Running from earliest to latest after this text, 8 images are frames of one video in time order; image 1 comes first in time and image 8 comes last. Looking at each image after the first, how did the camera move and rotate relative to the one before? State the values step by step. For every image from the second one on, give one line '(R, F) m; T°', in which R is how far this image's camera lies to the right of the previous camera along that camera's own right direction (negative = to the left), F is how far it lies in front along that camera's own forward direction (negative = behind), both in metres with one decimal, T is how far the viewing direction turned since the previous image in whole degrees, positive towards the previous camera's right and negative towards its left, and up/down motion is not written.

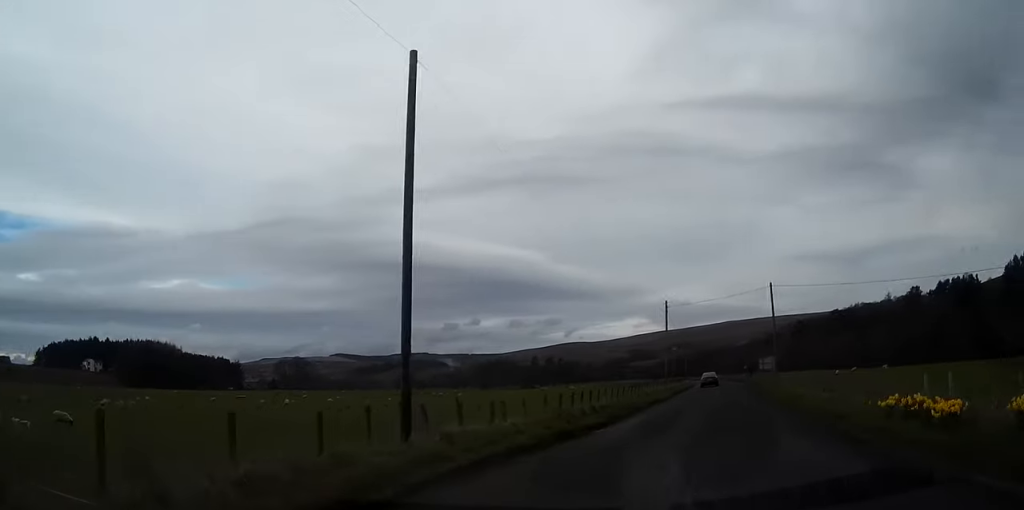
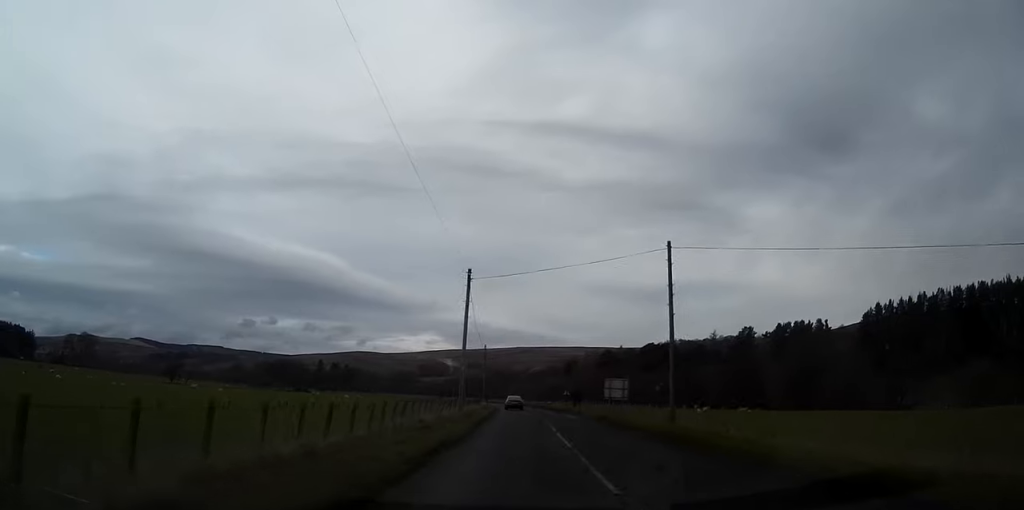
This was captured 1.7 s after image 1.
(+4.5, +23.2) m; +17°
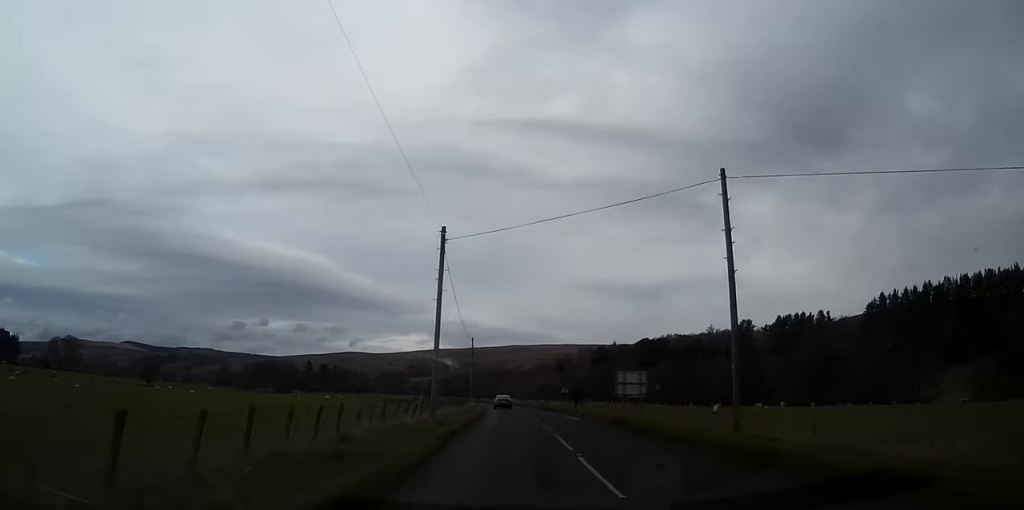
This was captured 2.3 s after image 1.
(+0.2, +9.5) m; +1°
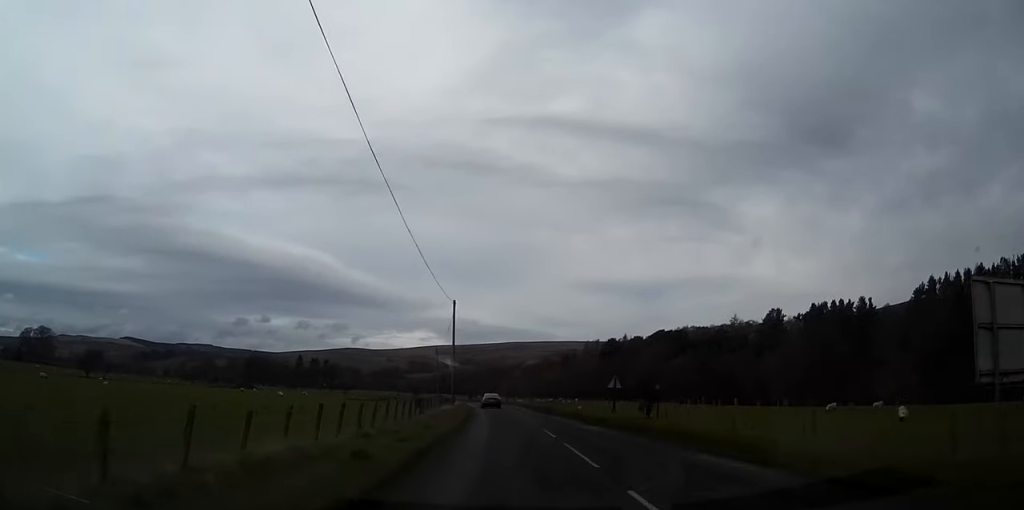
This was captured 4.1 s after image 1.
(+0.2, +31.2) m; 0°
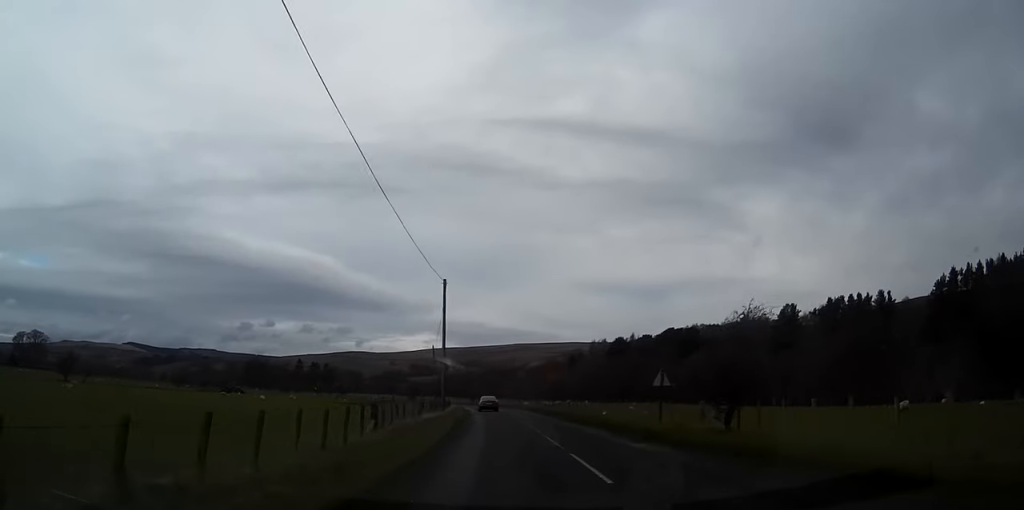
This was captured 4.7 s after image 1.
(+0.1, +10.5) m; 0°
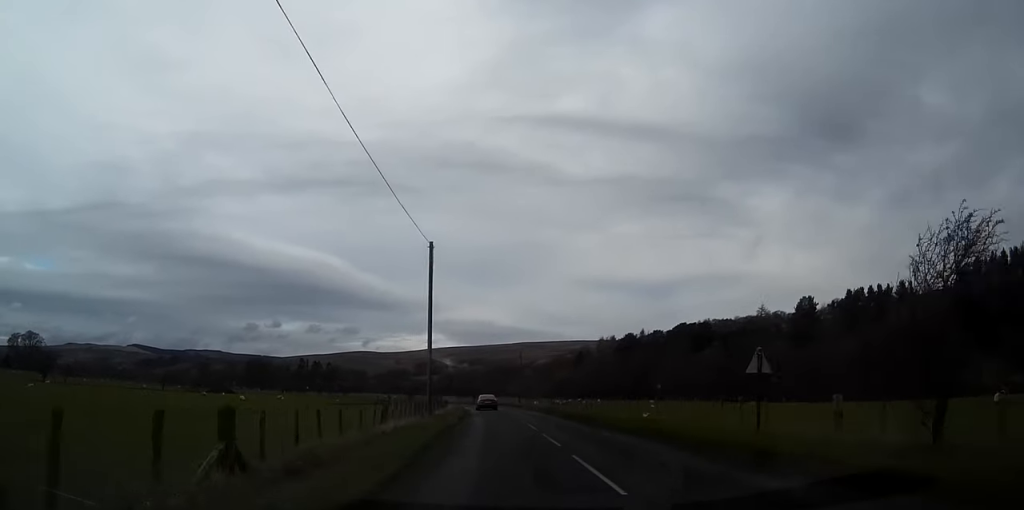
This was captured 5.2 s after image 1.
(-0.1, +10.4) m; -1°
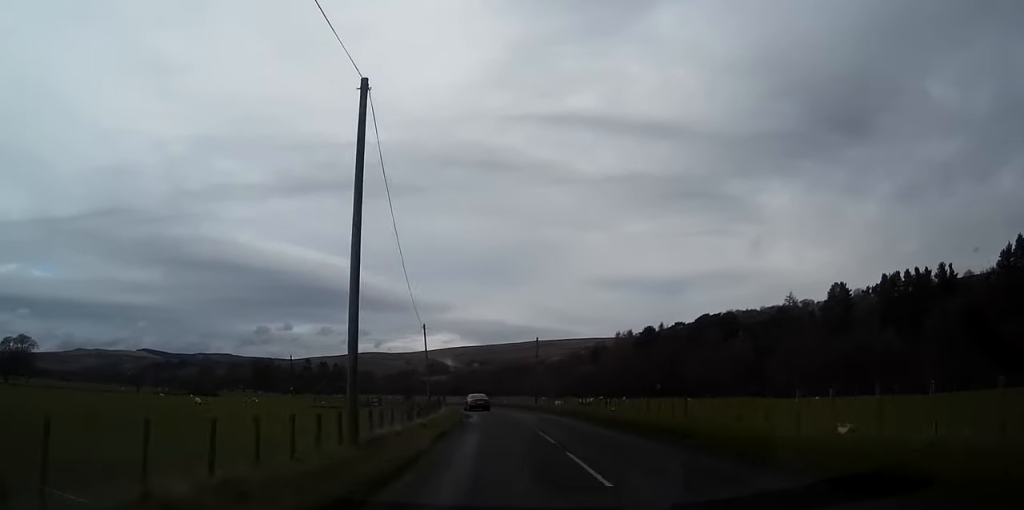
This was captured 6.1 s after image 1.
(-0.1, +17.3) m; -1°
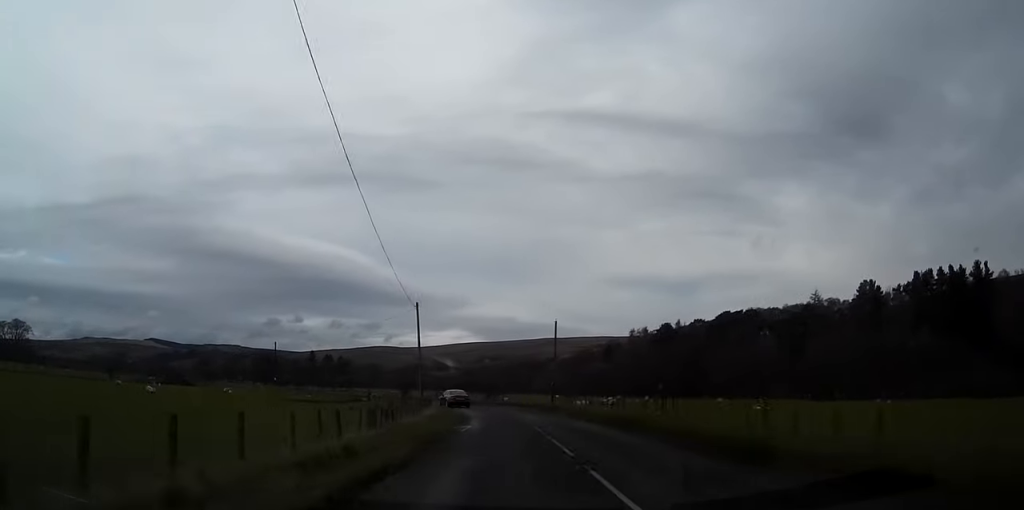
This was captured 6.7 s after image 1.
(0.0, +12.9) m; -1°
